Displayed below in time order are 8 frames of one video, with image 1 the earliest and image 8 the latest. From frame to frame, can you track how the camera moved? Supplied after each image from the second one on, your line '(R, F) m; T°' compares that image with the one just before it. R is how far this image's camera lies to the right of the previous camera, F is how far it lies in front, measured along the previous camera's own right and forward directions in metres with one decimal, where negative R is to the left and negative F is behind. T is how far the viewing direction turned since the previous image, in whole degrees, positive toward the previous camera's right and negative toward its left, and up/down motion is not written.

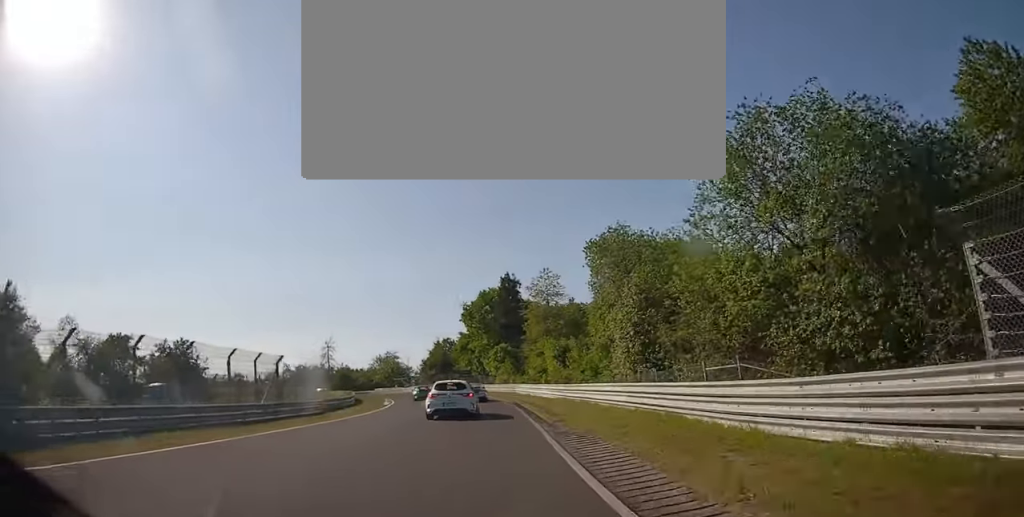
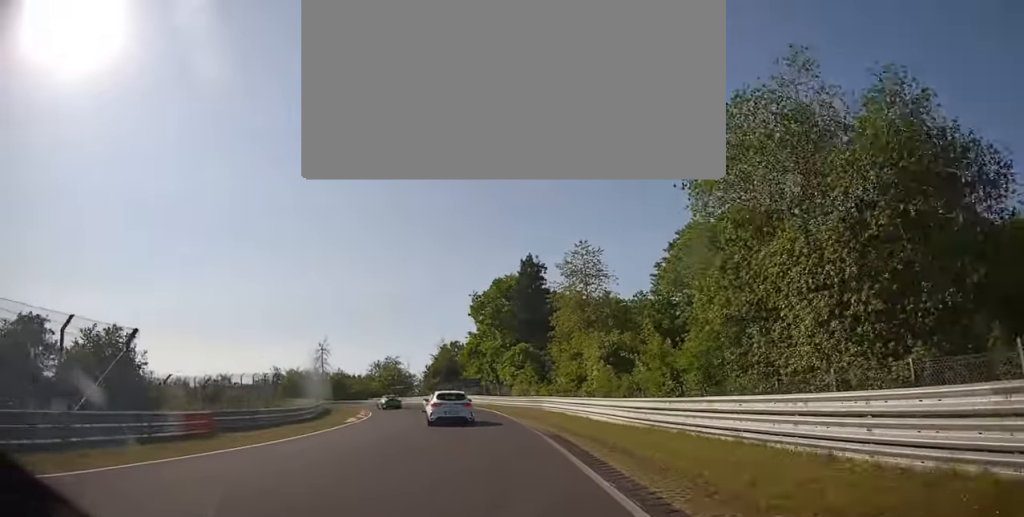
(-0.1, +16.0) m; -2°
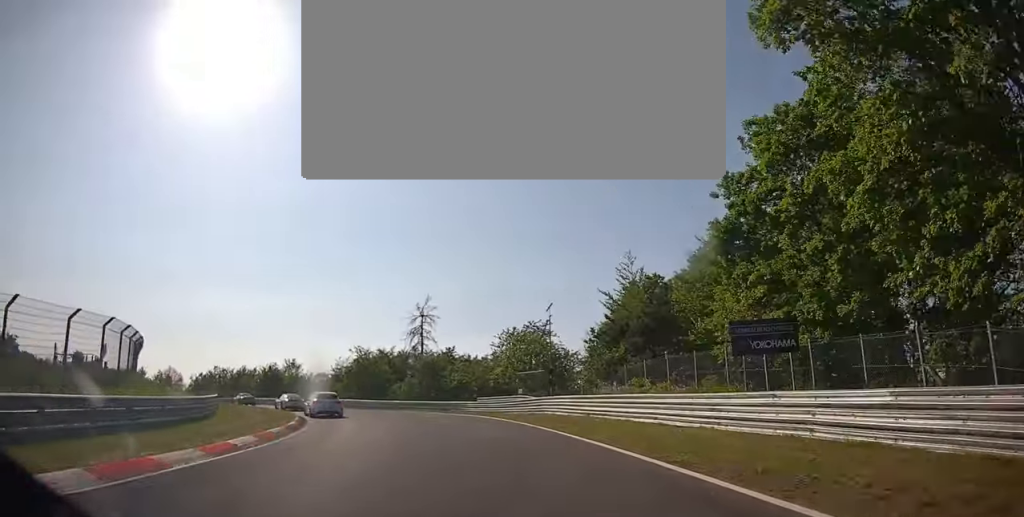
(-6.4, +50.4) m; -20°
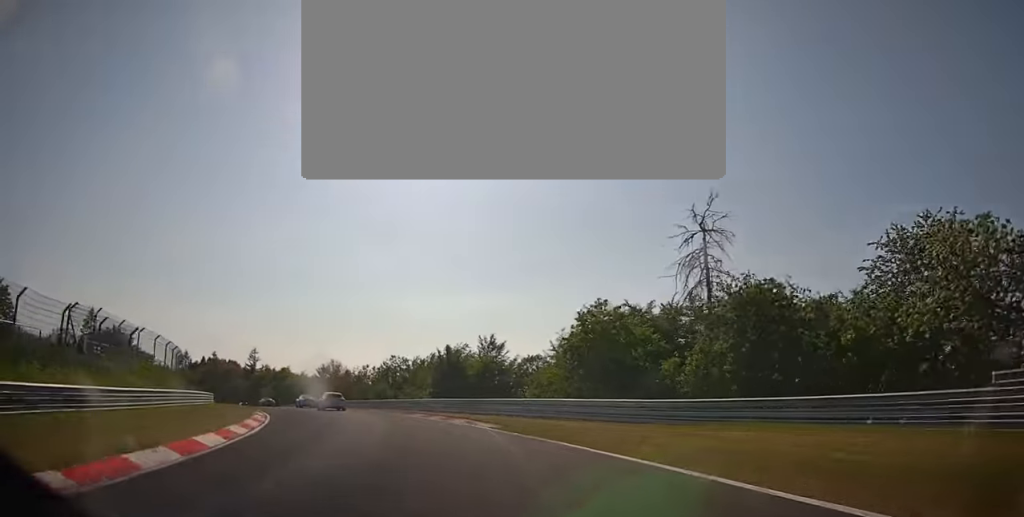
(-7.5, +33.9) m; -27°
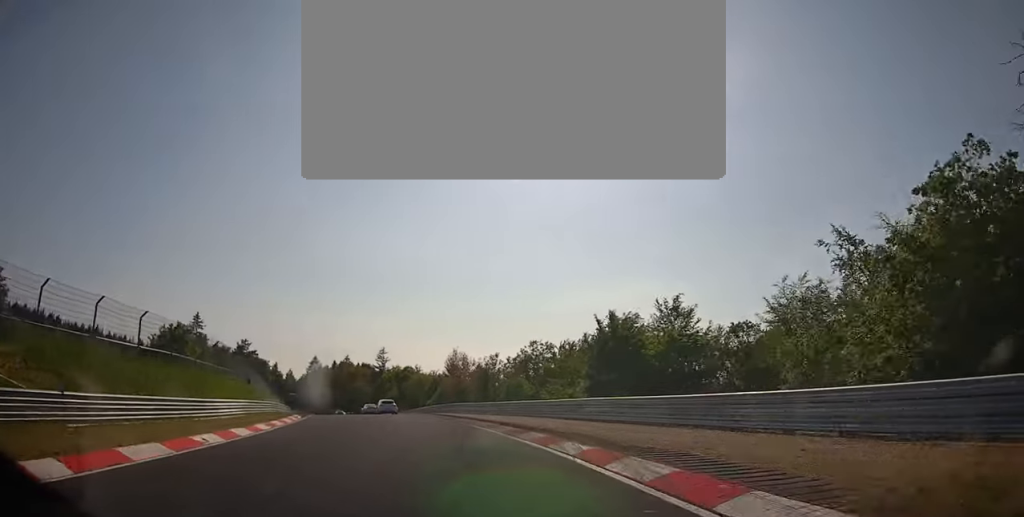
(-3.3, +19.3) m; -17°
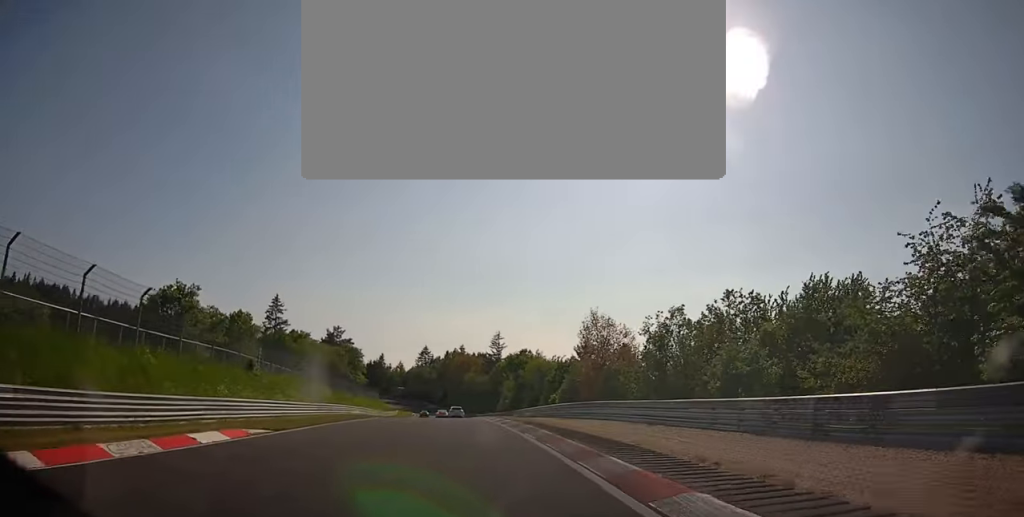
(-4.5, +25.5) m; -13°
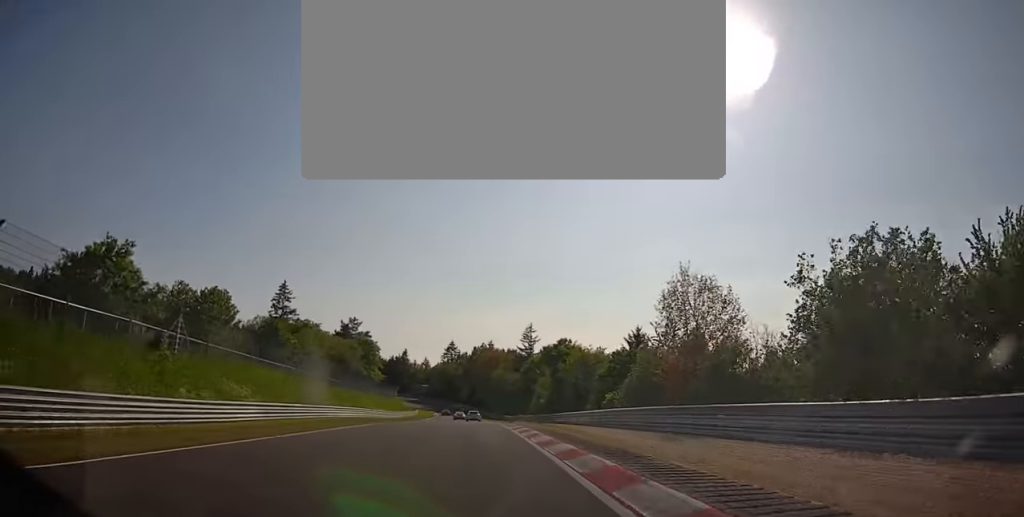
(-0.7, +14.8) m; -2°
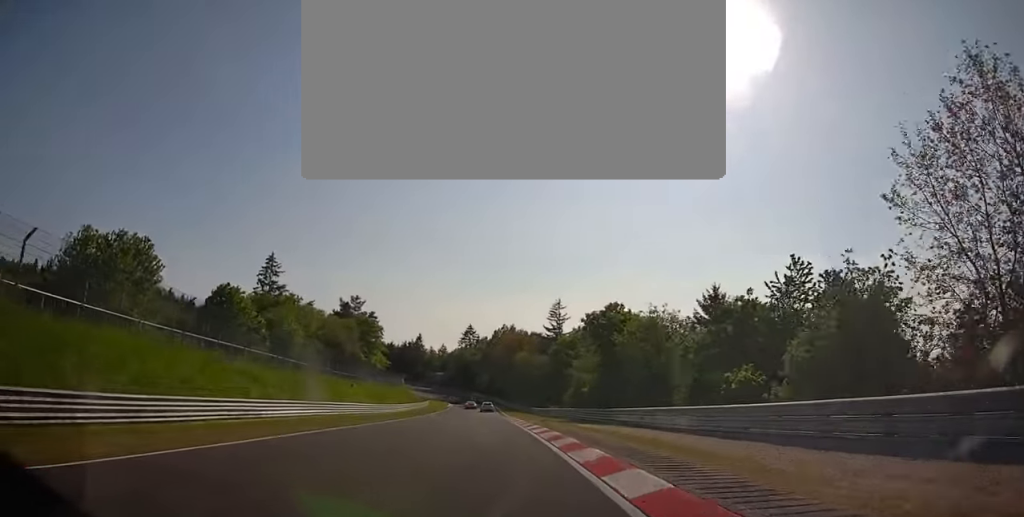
(+0.1, +19.4) m; 0°
